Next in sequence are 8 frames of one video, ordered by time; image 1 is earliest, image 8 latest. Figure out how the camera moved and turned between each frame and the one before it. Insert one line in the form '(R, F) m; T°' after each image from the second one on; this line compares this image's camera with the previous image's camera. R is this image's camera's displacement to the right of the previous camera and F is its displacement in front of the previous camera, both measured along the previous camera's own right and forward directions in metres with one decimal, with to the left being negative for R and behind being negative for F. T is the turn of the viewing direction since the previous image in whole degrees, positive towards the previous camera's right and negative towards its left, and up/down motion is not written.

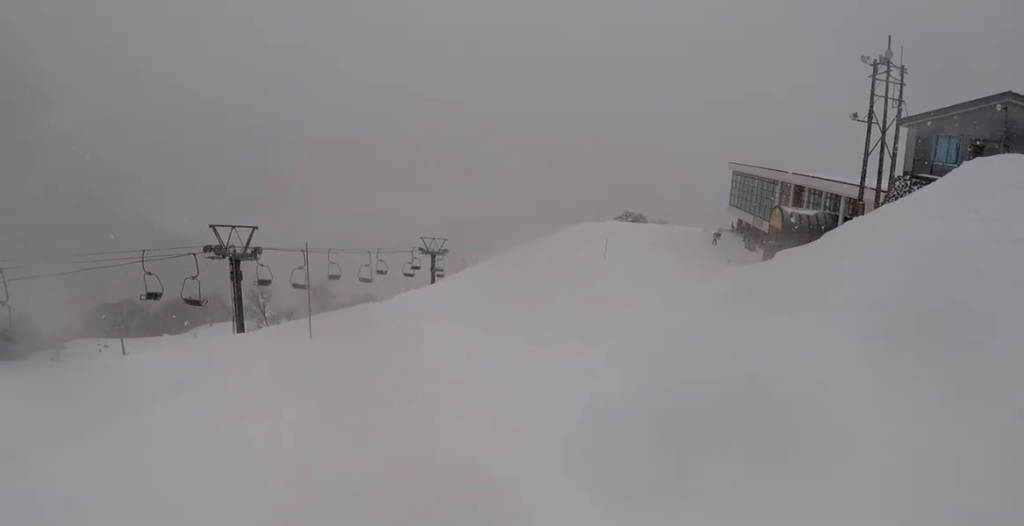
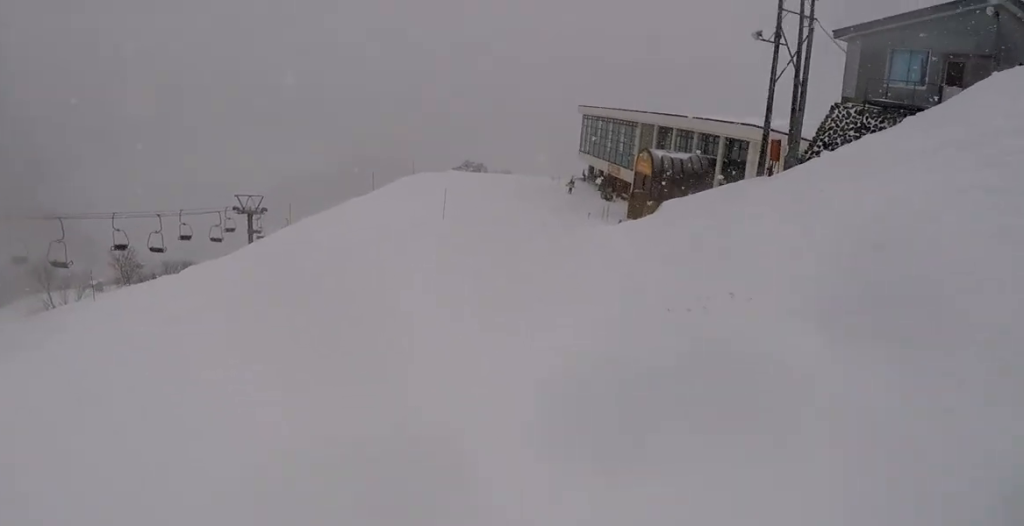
(0.0, +9.4) m; 0°
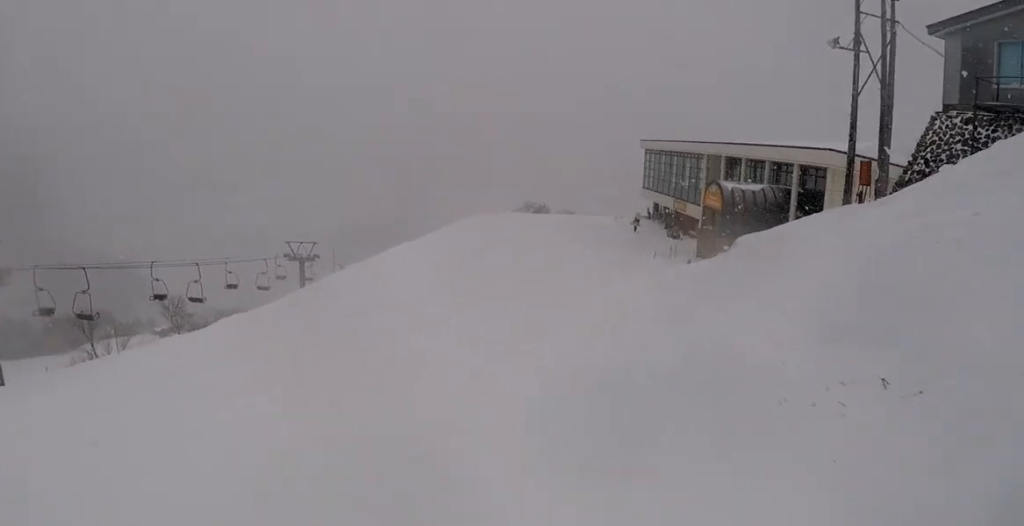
(0.0, +3.2) m; 0°
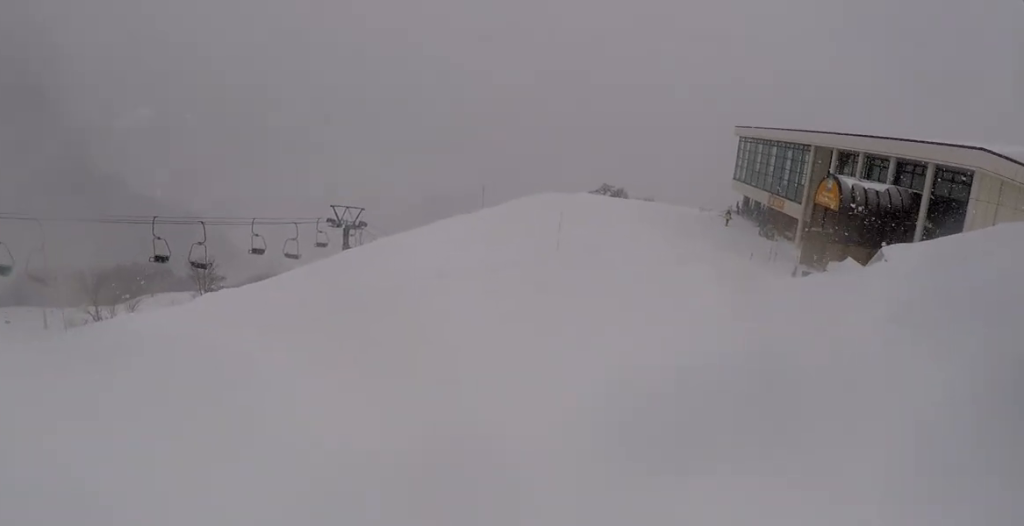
(0.0, +7.6) m; +2°
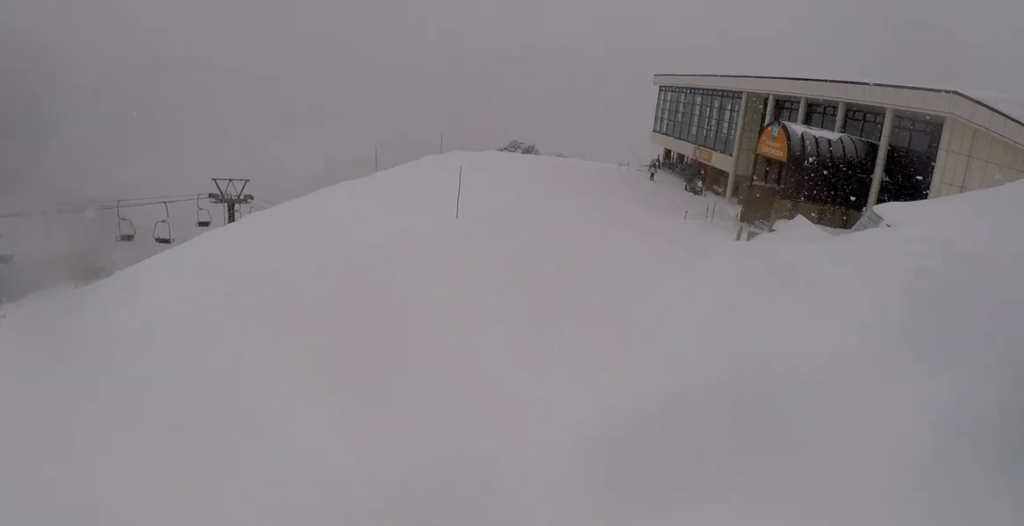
(-0.2, +5.3) m; +7°
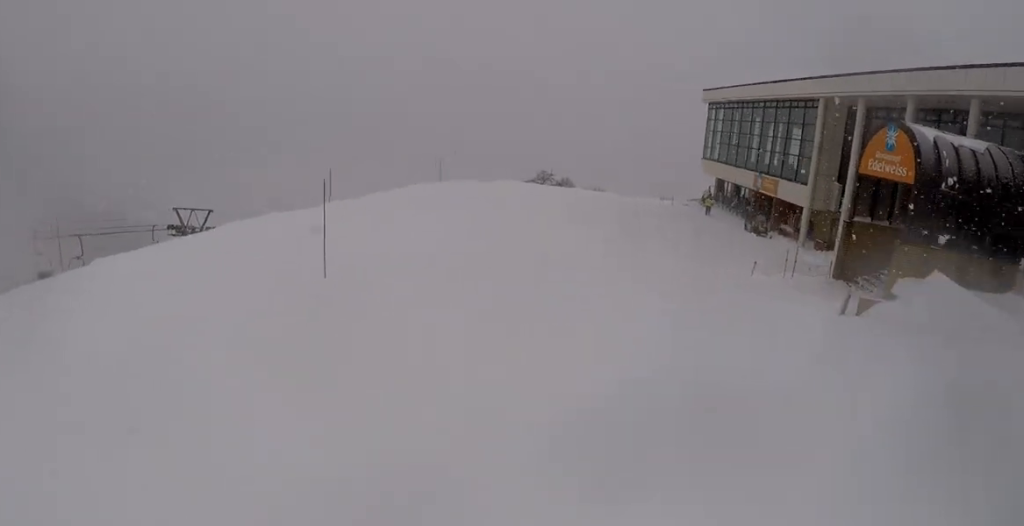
(+0.7, +11.2) m; -3°
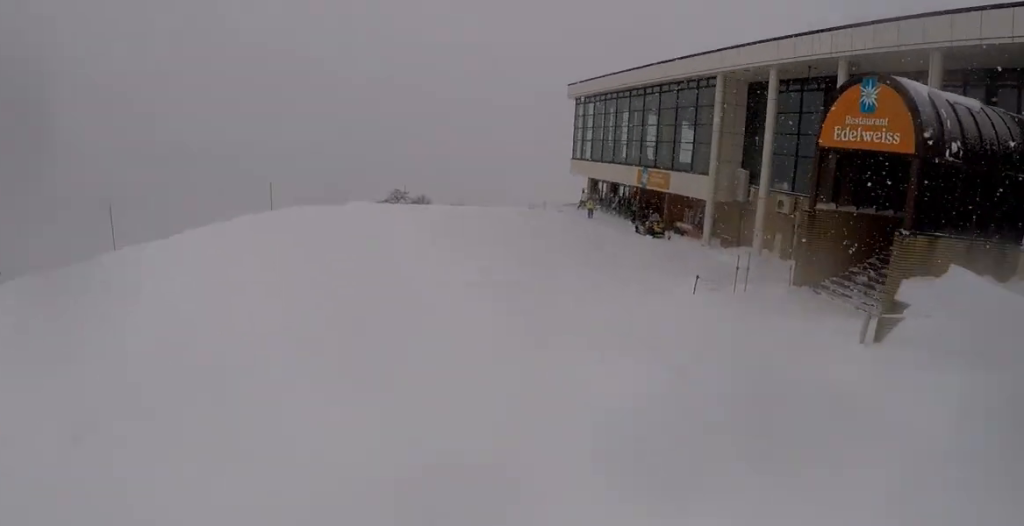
(-0.5, +7.1) m; +2°
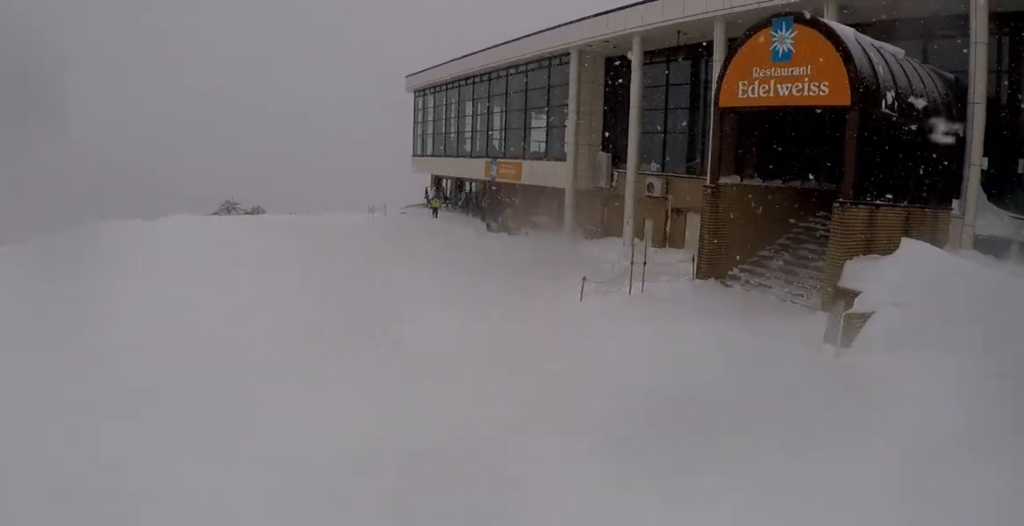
(+0.1, +3.8) m; +3°
